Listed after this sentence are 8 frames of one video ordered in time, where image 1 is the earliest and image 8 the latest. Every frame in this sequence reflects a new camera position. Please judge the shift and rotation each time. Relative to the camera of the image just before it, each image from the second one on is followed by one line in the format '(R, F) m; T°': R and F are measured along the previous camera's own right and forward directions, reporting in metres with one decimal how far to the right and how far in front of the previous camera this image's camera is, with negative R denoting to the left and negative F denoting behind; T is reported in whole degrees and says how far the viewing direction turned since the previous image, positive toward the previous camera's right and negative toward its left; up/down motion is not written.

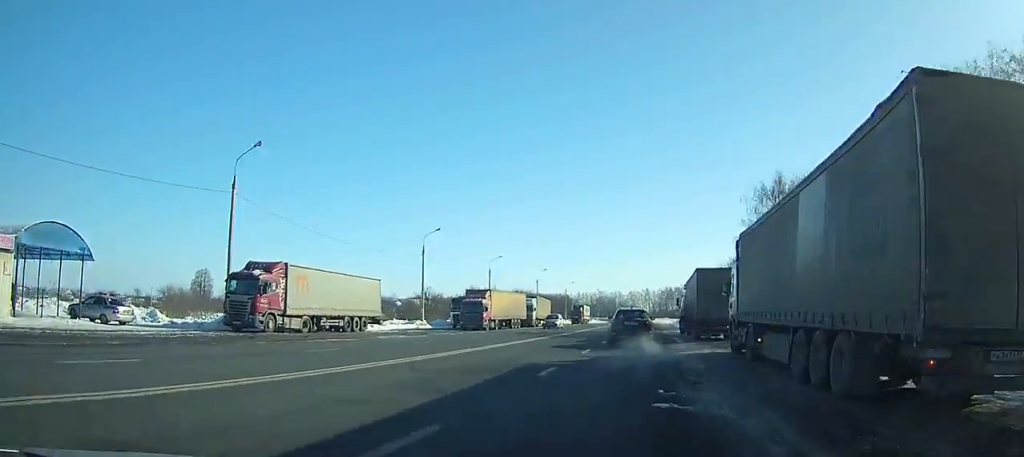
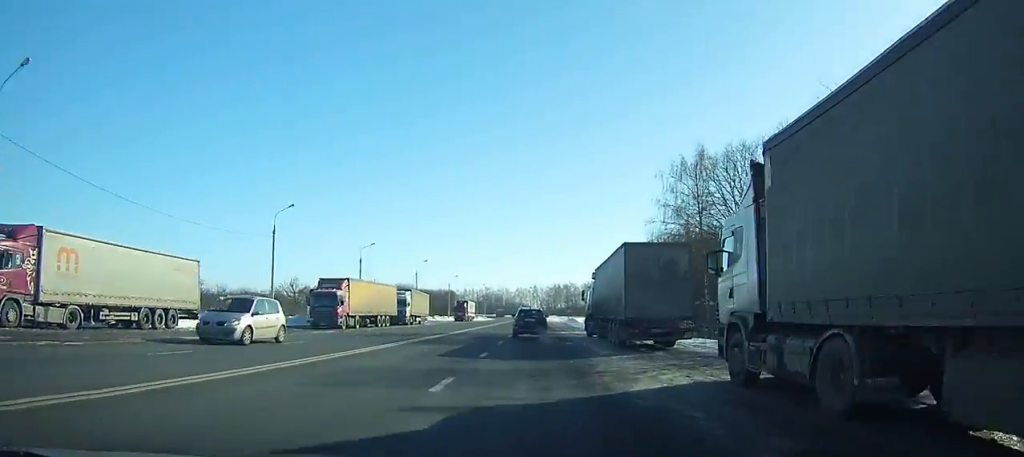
(+0.6, +11.3) m; +3°
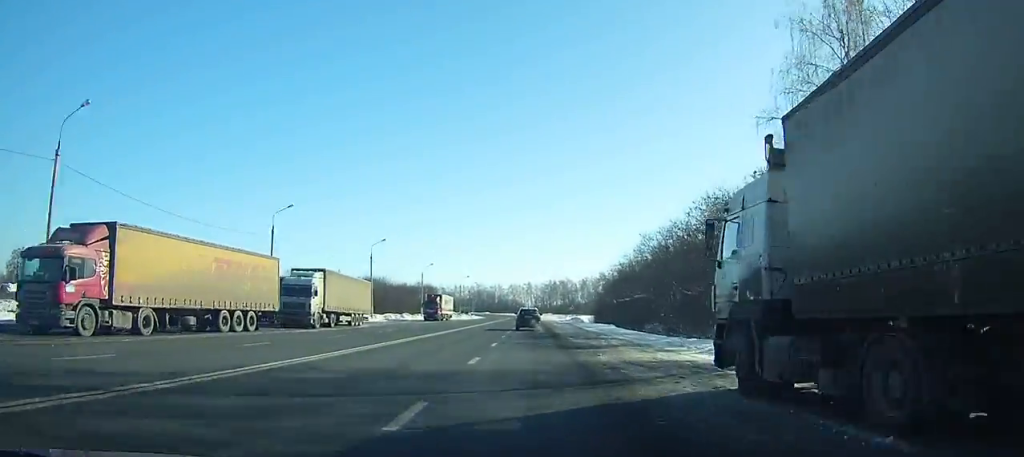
(+1.2, +25.9) m; +3°
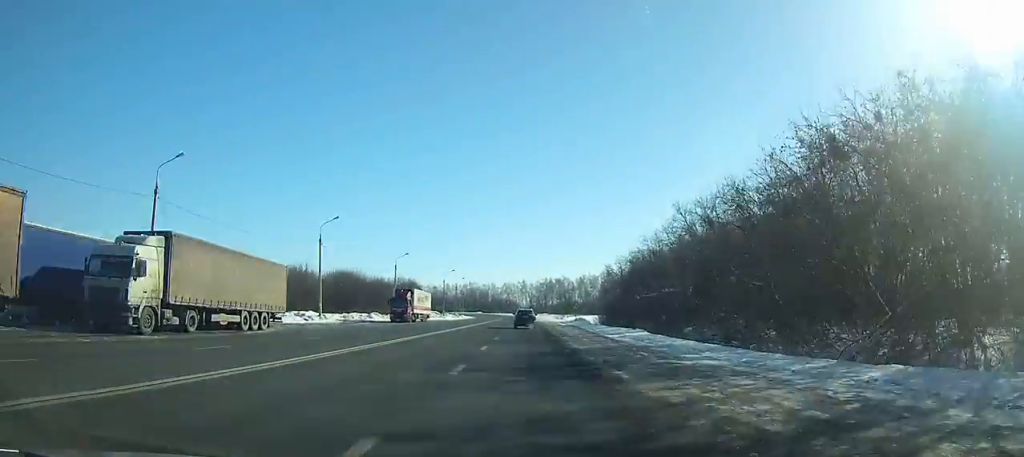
(0.0, +17.1) m; 0°
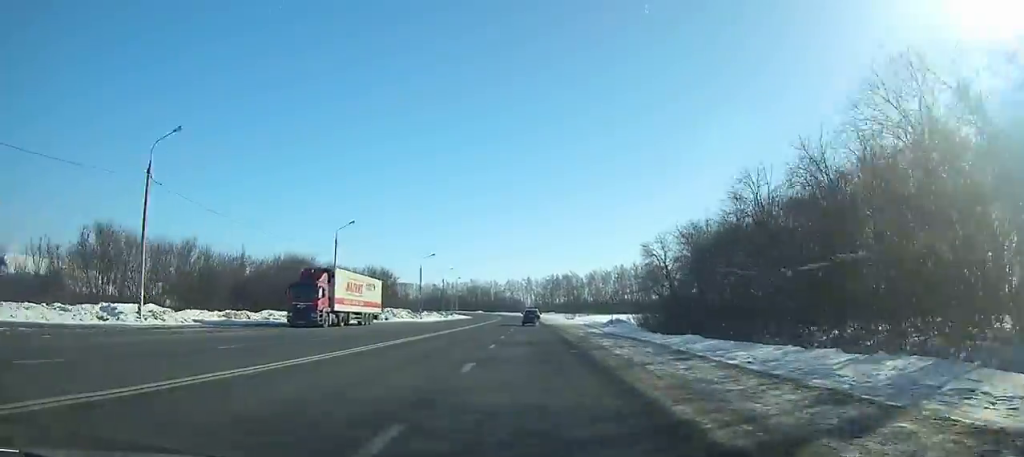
(0.0, +31.3) m; 0°
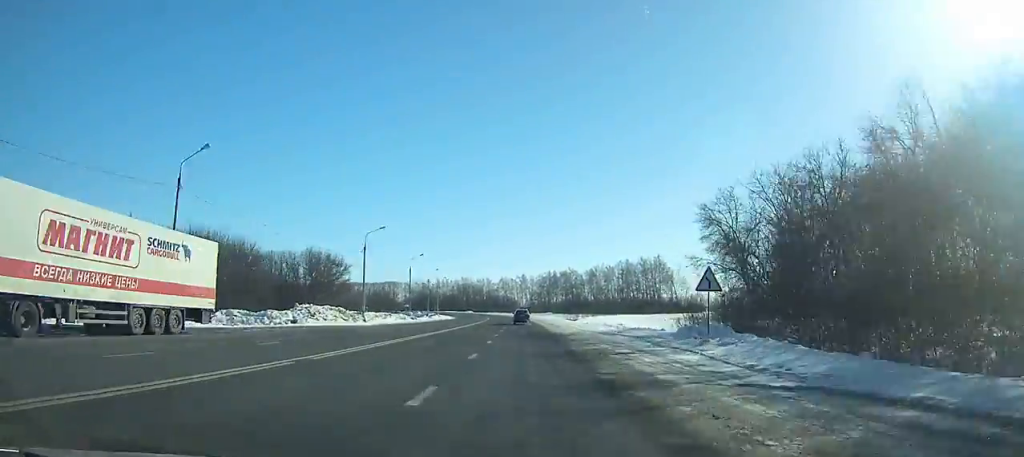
(0.0, +28.3) m; 0°
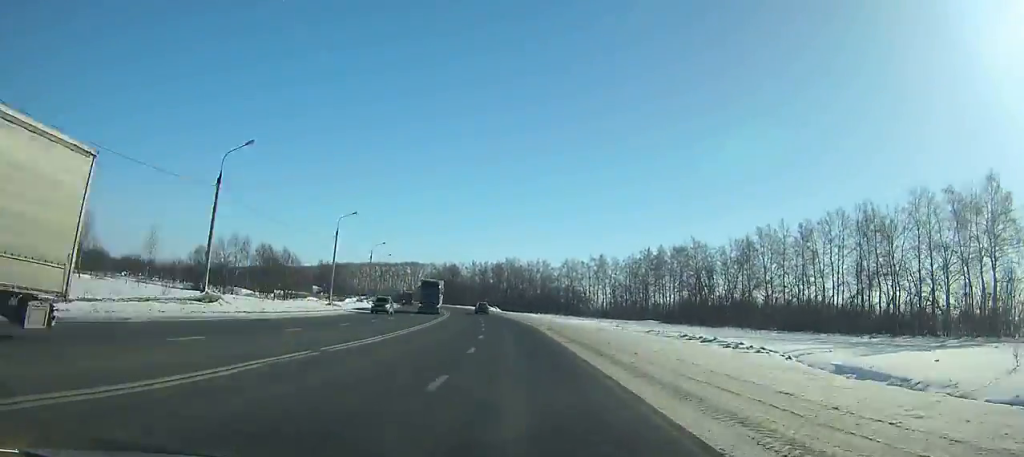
(-5.9, +149.7) m; -7°
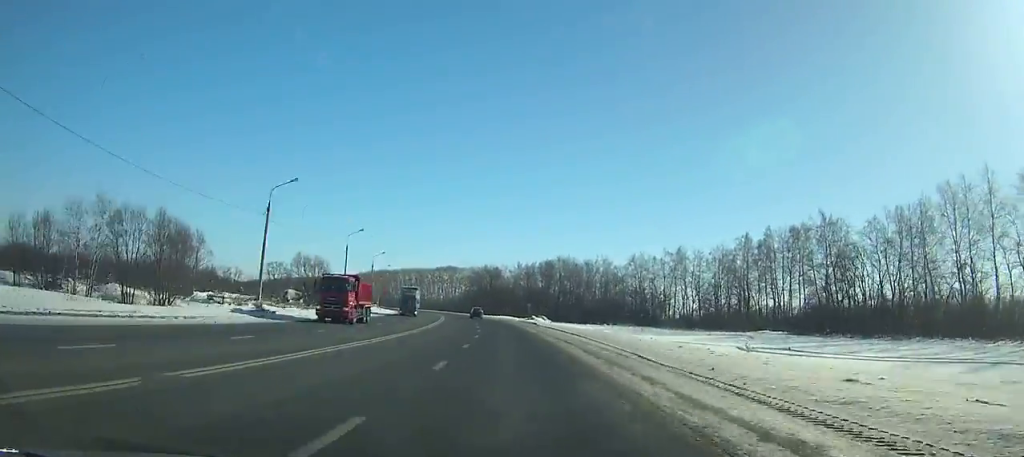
(-1.7, +51.5) m; -5°
